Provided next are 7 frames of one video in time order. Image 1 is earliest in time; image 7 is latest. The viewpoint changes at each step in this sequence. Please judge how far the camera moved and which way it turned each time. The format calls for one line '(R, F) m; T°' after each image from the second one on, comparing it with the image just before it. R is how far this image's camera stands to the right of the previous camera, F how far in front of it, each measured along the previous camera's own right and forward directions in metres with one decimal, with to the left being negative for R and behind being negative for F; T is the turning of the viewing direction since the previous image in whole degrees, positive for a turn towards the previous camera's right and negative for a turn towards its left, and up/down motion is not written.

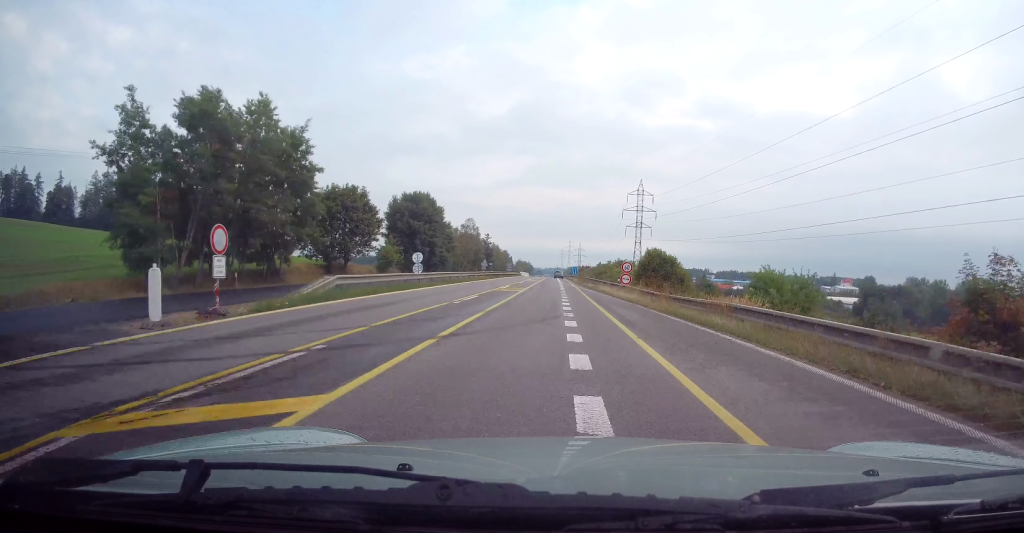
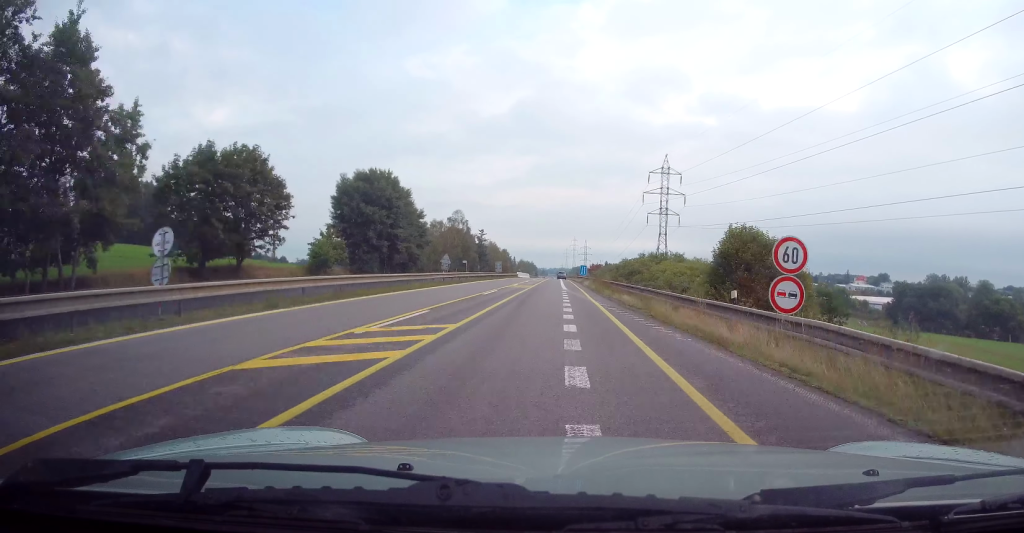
(-0.7, +27.0) m; -1°
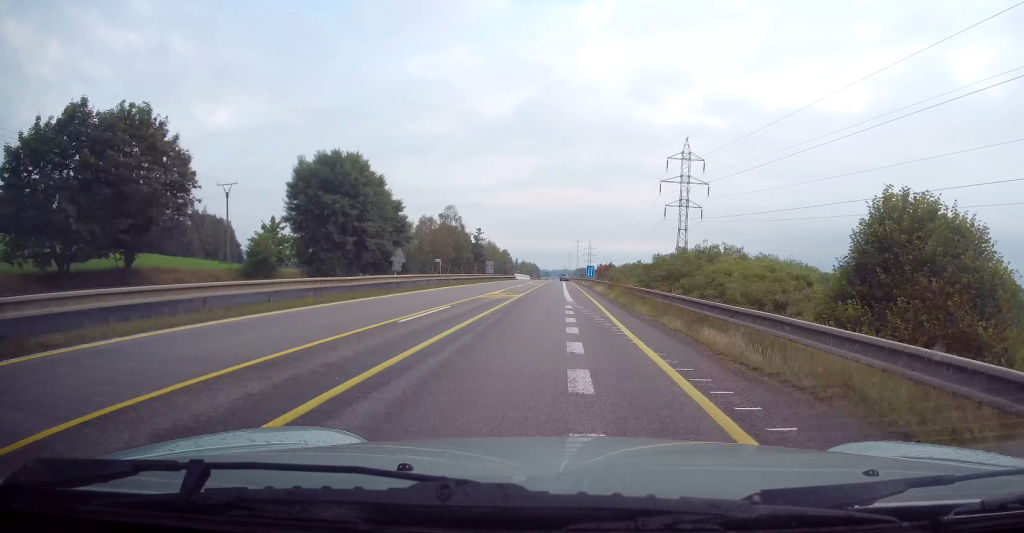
(+0.4, +15.1) m; +1°
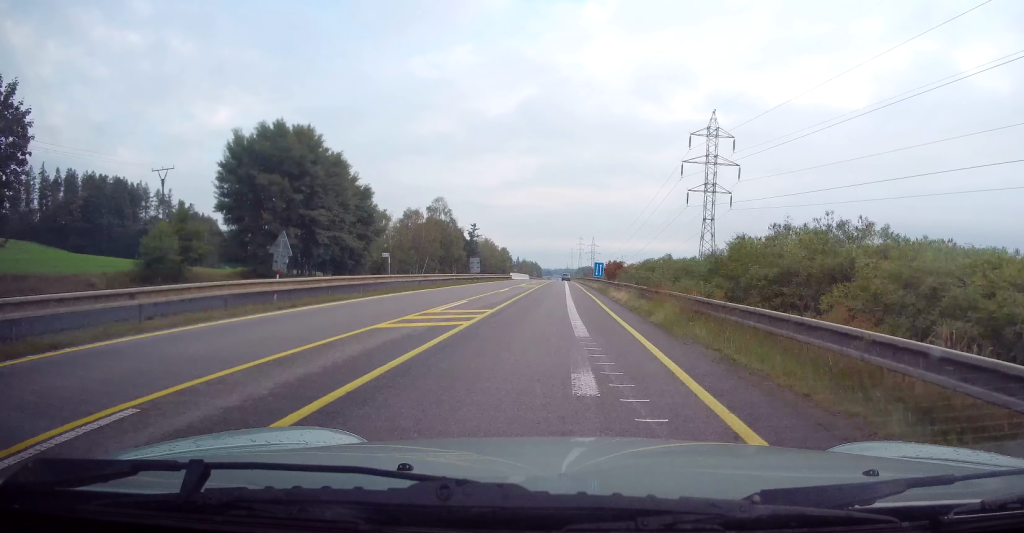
(-0.2, +14.5) m; -1°
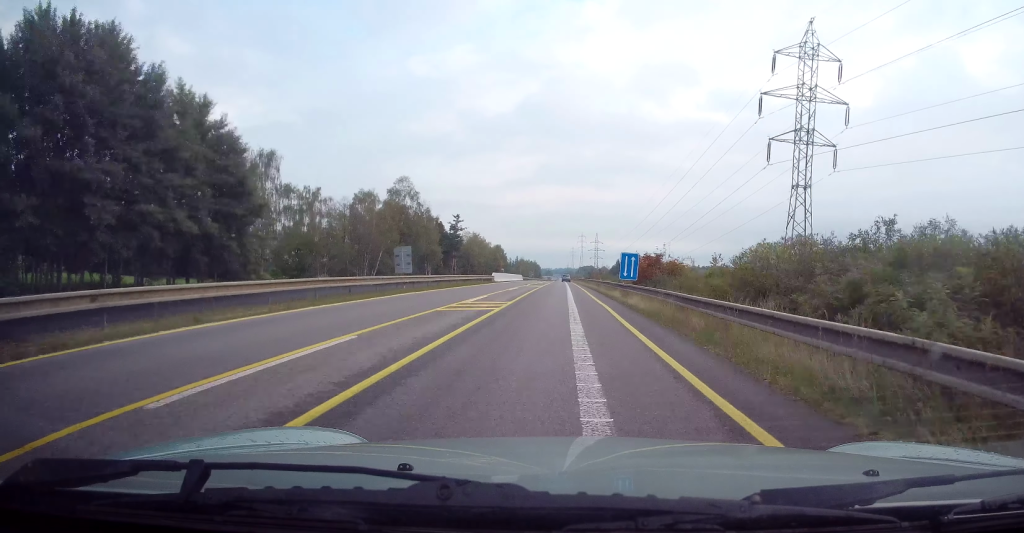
(0.0, +30.2) m; +1°
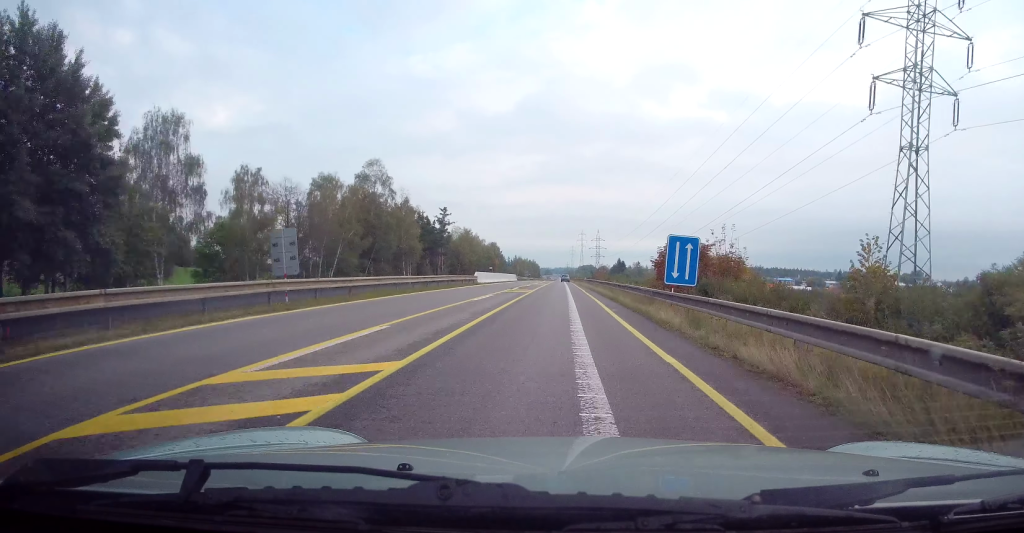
(+0.2, +15.5) m; 0°
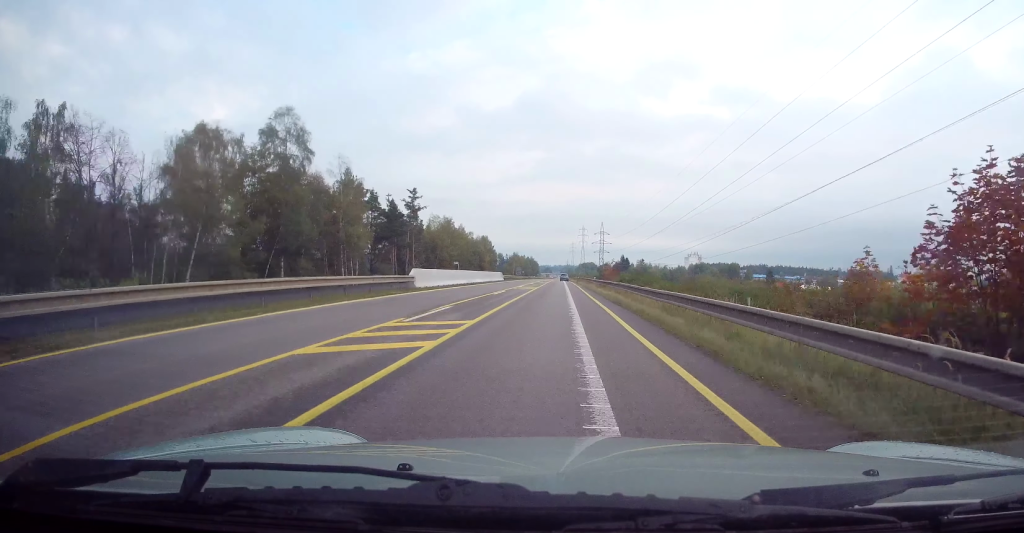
(-0.6, +28.5) m; -2°
